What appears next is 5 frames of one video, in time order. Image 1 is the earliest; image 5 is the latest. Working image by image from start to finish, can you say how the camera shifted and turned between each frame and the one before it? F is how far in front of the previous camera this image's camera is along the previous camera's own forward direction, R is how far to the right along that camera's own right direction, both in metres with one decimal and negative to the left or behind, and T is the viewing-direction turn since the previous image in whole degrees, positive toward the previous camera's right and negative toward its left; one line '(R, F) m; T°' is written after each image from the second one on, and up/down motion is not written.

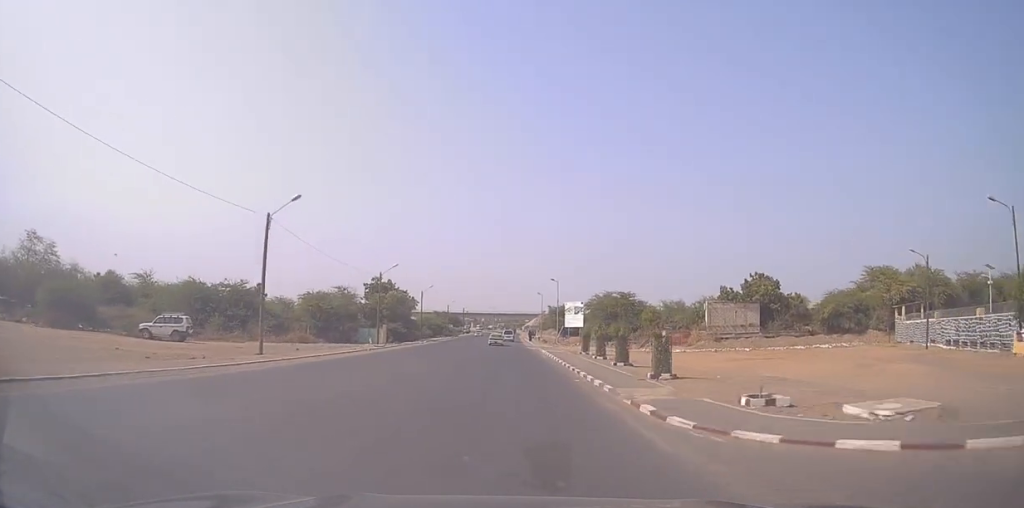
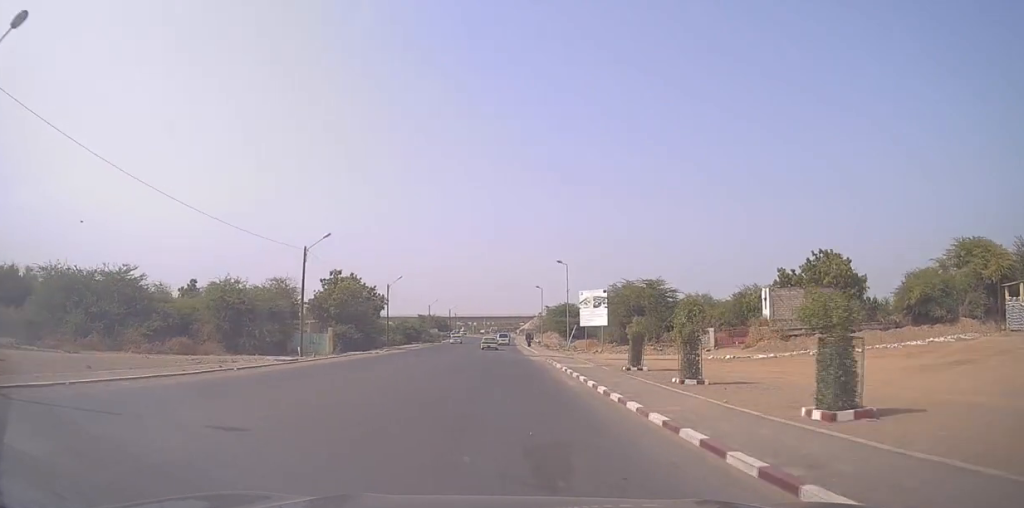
(-0.5, +21.7) m; -1°
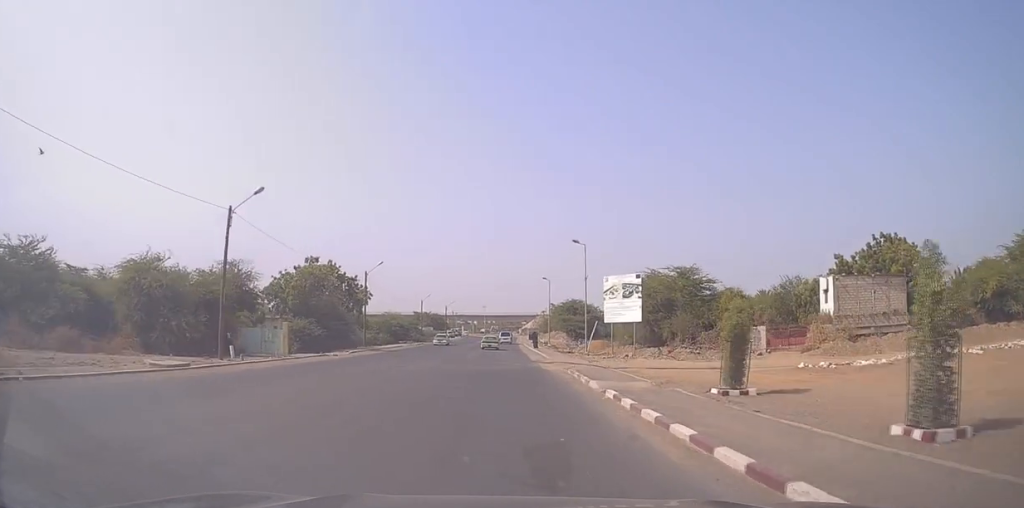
(0.0, +12.3) m; +1°
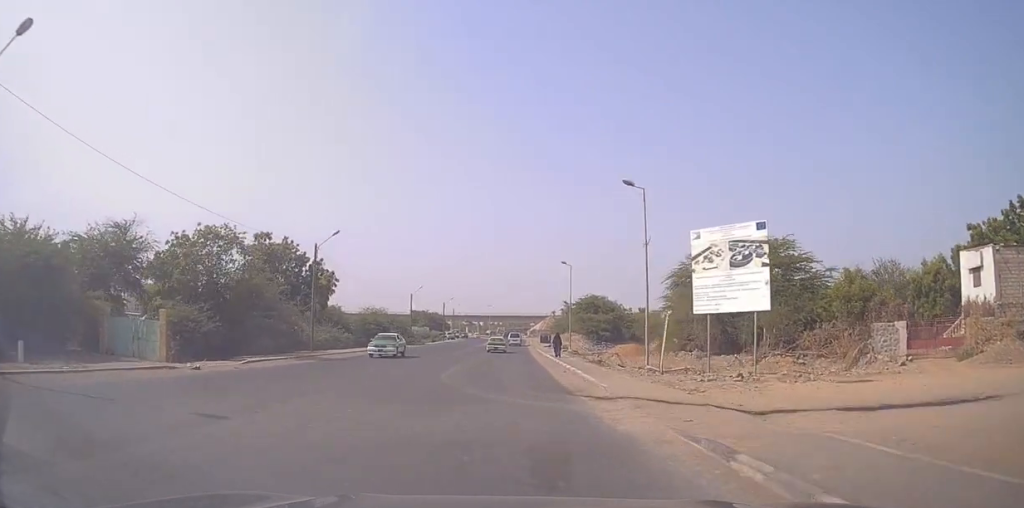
(+0.4, +18.4) m; 0°
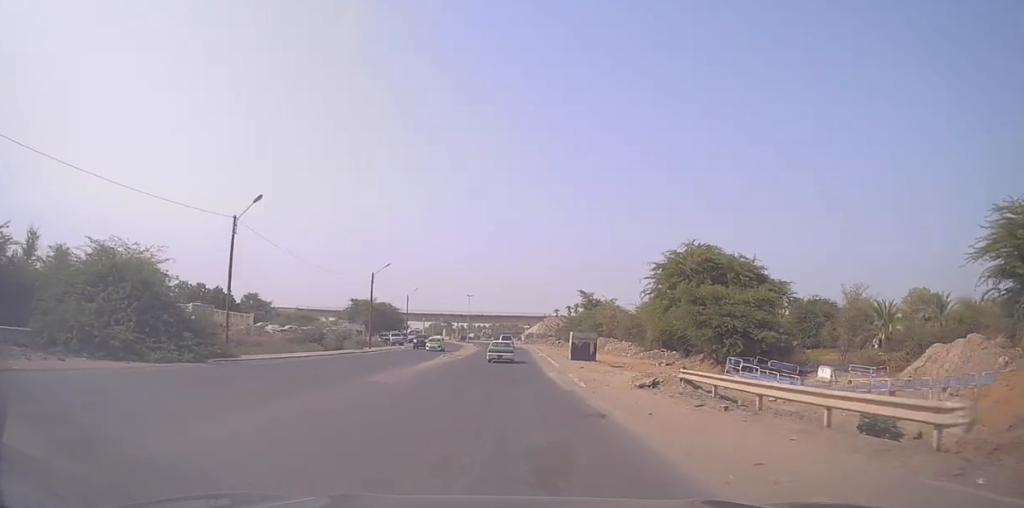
(-1.7, +57.3) m; -1°
